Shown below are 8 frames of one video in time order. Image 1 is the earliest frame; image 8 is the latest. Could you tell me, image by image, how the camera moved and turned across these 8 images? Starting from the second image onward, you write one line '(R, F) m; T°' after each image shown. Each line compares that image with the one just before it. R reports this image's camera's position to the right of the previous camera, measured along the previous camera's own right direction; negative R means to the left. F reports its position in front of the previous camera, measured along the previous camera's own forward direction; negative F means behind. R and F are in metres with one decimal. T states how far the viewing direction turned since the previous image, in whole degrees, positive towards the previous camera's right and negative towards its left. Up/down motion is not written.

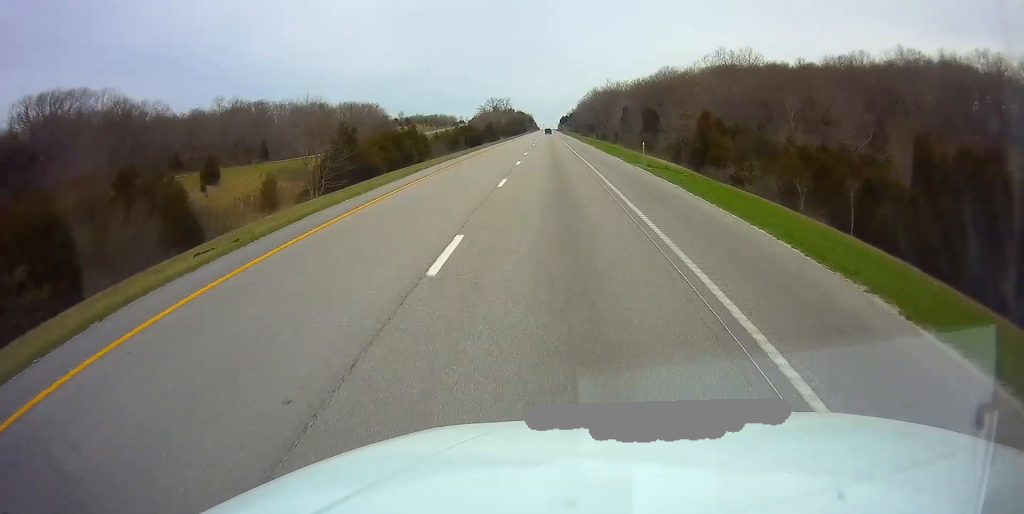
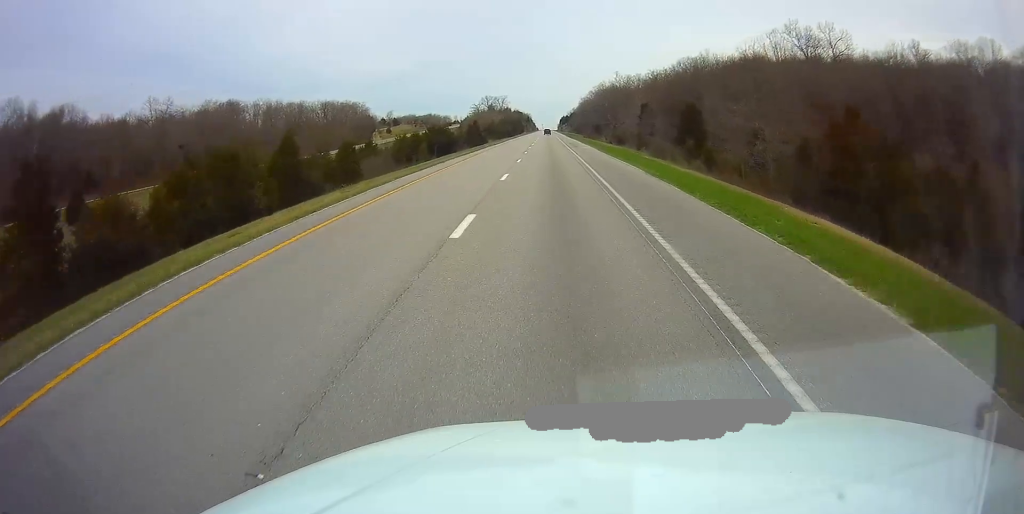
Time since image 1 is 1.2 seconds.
(-0.1, +33.6) m; 0°
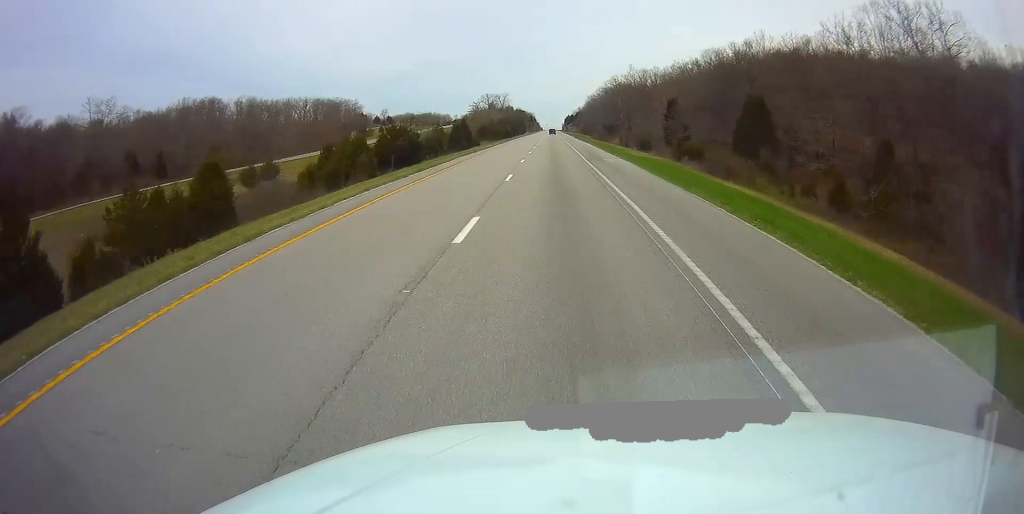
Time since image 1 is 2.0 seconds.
(-0.1, +24.9) m; 0°
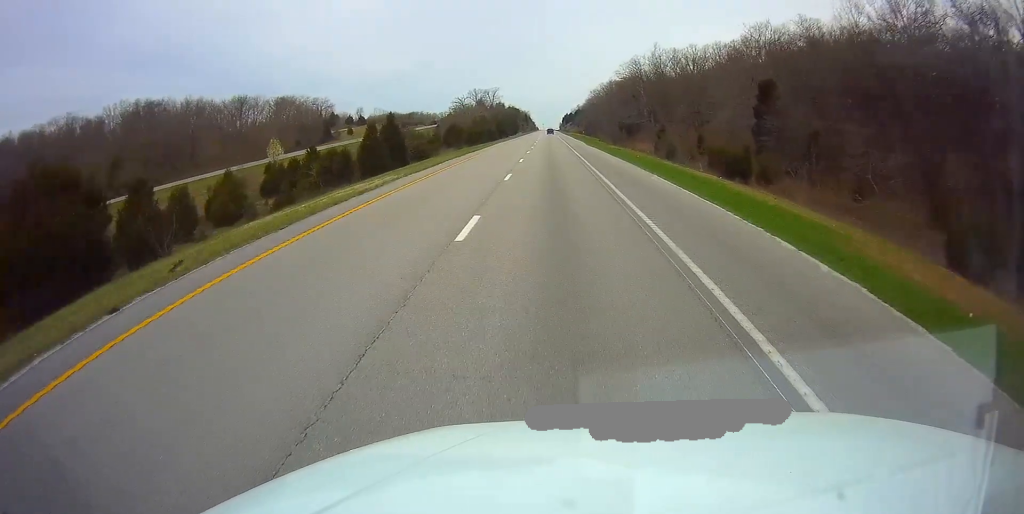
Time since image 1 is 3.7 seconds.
(+0.3, +48.3) m; 0°
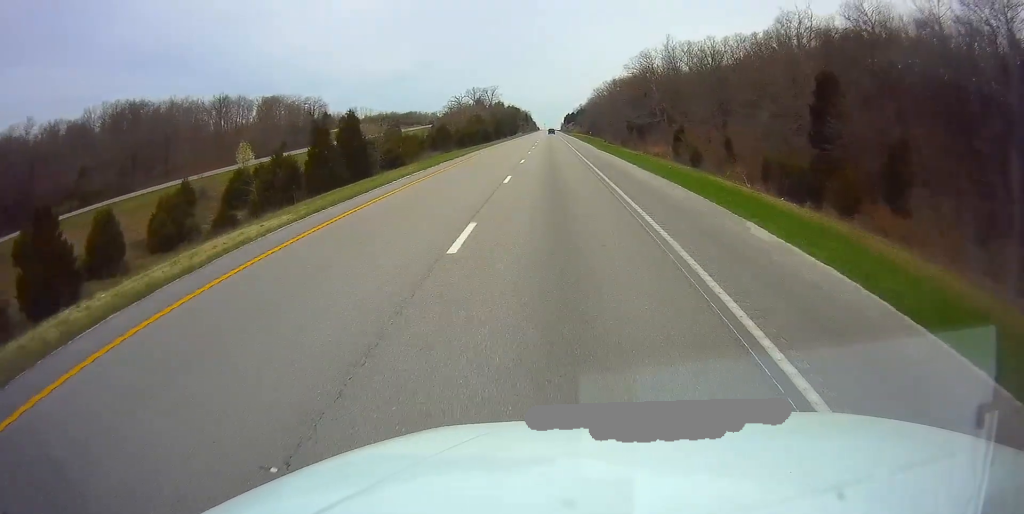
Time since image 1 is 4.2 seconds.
(-0.1, +13.3) m; 0°
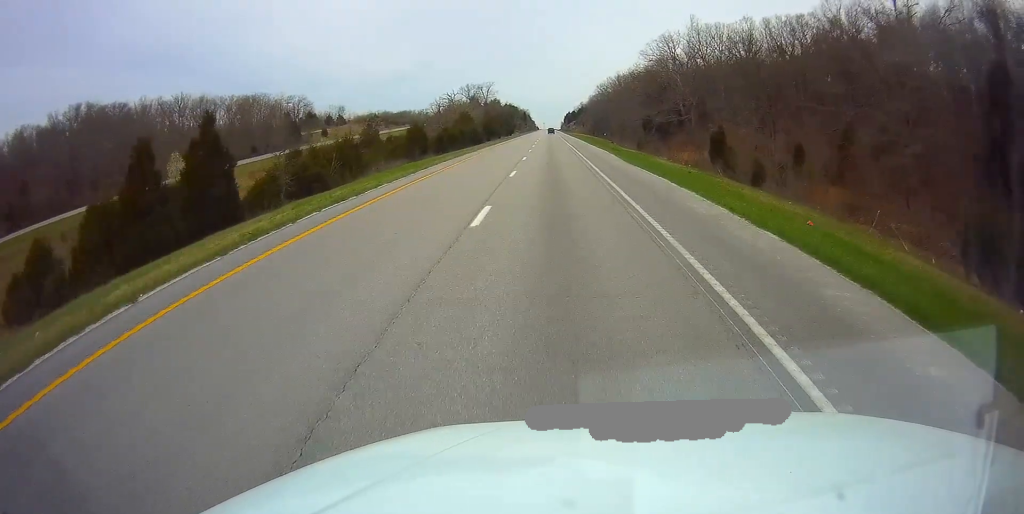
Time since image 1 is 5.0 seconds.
(0.0, +21.8) m; 0°
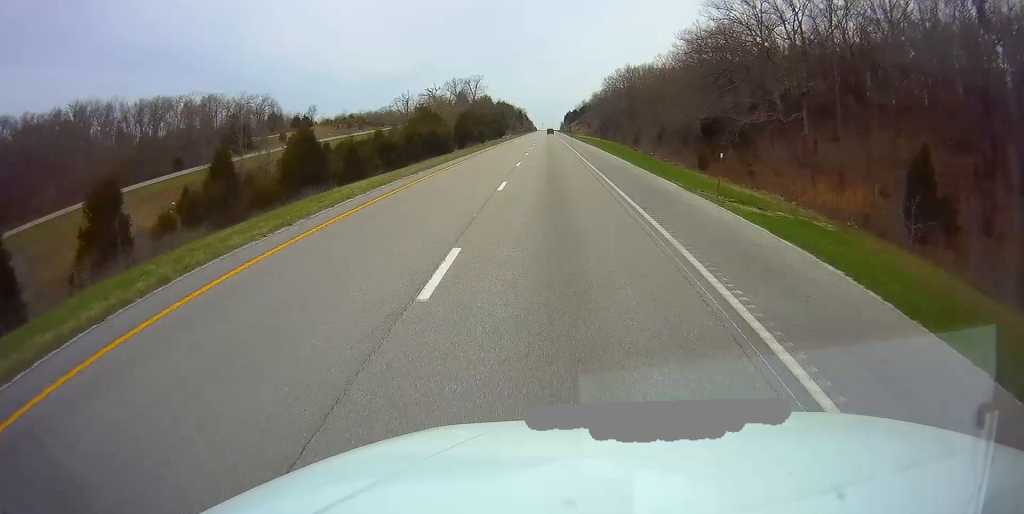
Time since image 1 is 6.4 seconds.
(+0.2, +41.5) m; 0°
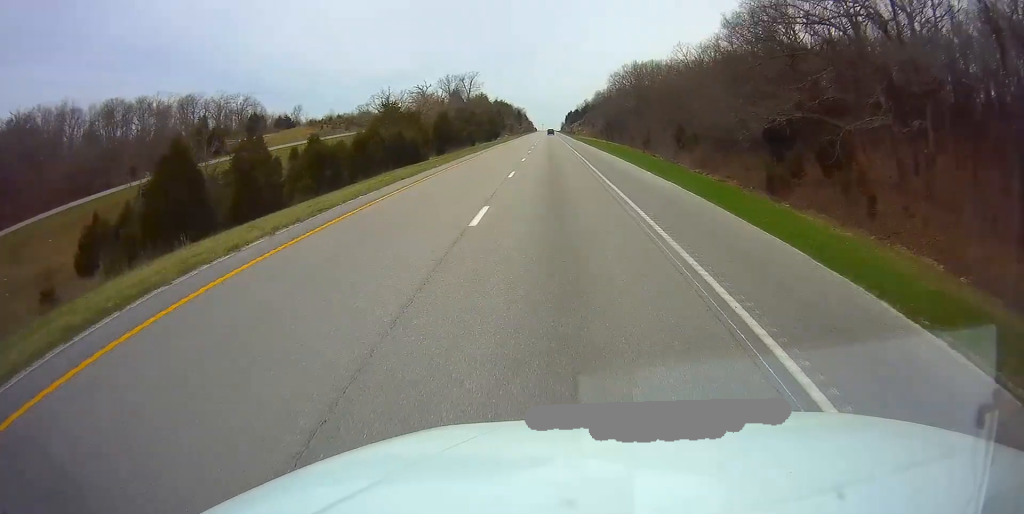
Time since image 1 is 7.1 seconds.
(0.0, +18.8) m; 0°
